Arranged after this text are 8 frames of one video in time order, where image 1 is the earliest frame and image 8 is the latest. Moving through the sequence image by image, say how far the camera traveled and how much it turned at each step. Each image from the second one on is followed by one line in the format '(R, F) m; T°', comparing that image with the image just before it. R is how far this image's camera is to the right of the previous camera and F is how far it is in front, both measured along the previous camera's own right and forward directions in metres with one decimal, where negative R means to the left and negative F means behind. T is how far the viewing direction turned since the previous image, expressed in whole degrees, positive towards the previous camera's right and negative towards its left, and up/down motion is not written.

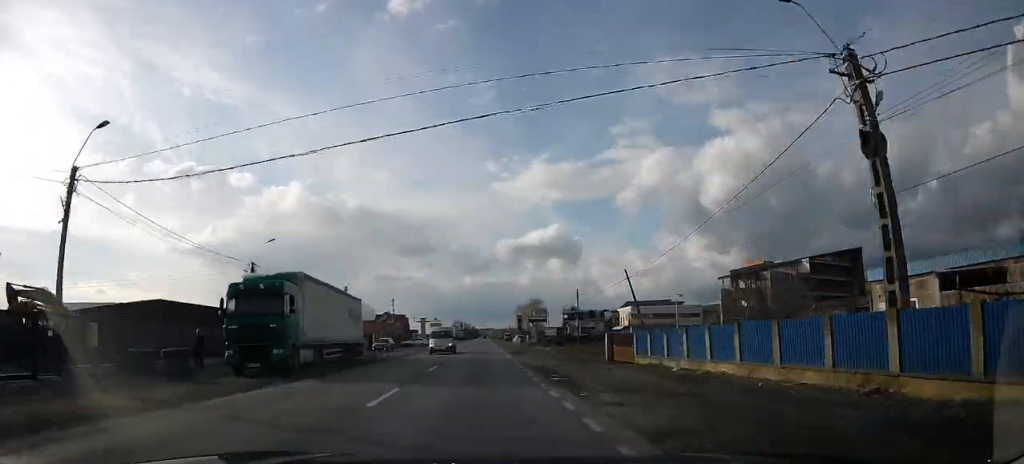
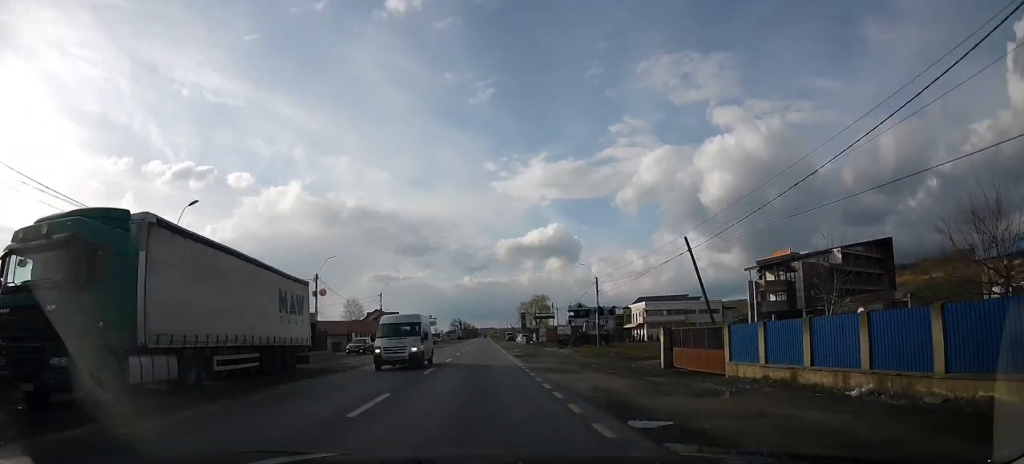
(0.0, +10.2) m; 0°
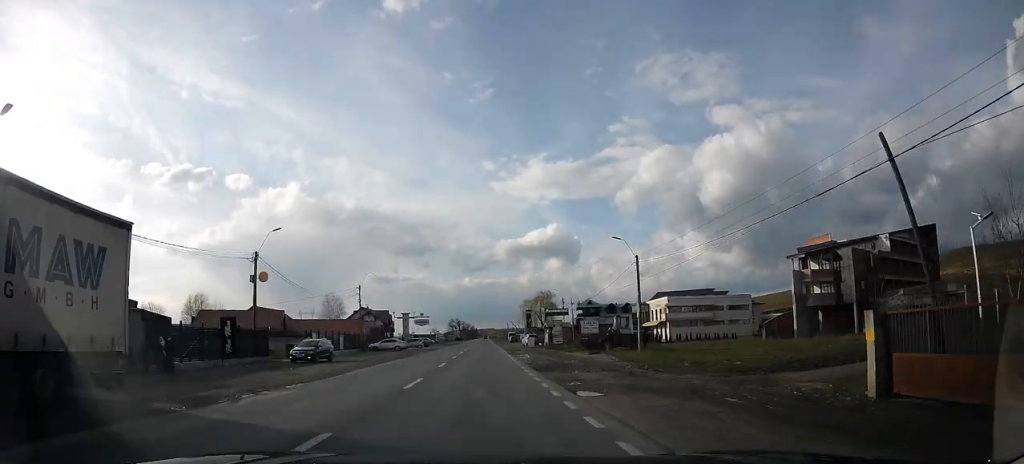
(+0.1, +13.1) m; 0°
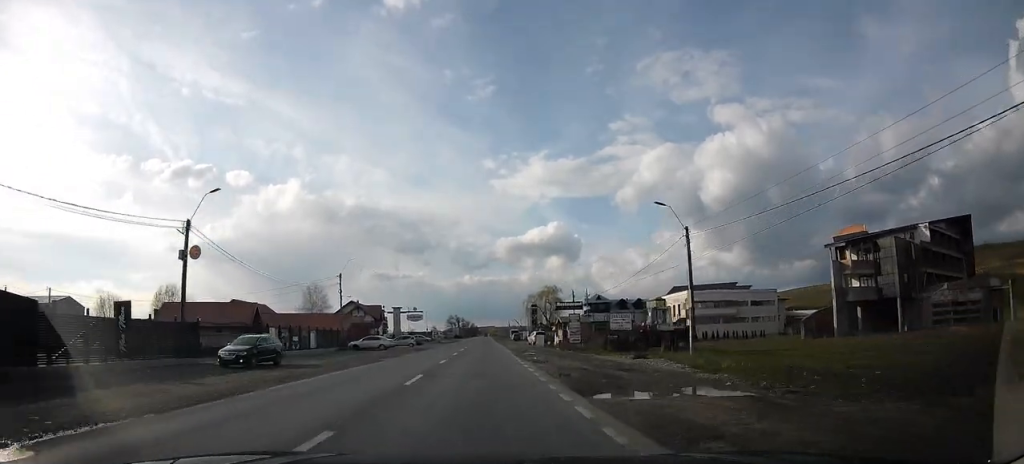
(0.0, +8.9) m; 0°
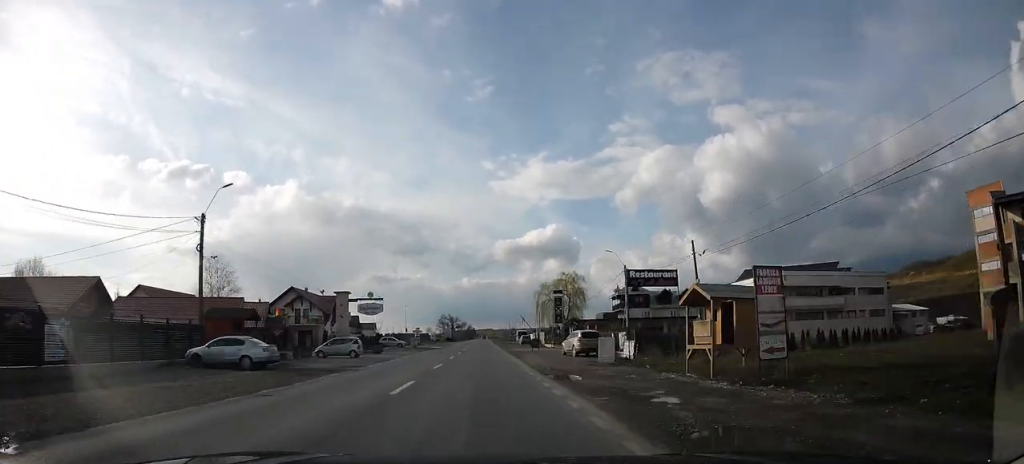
(0.0, +28.6) m; 0°
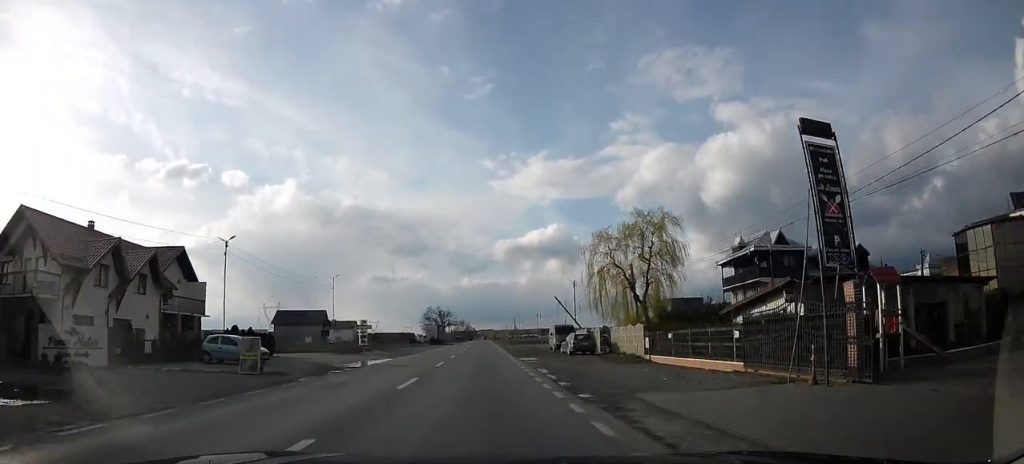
(-1.5, +44.0) m; -3°
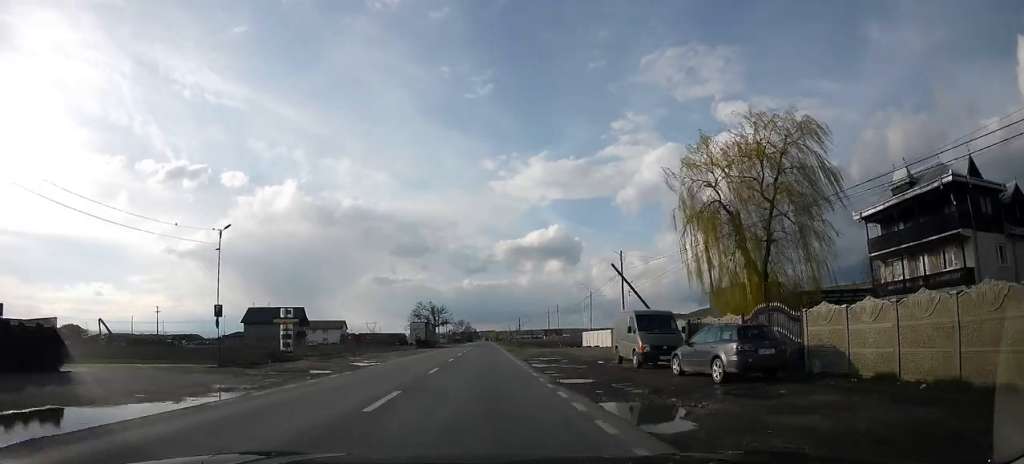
(+0.3, +21.5) m; +2°
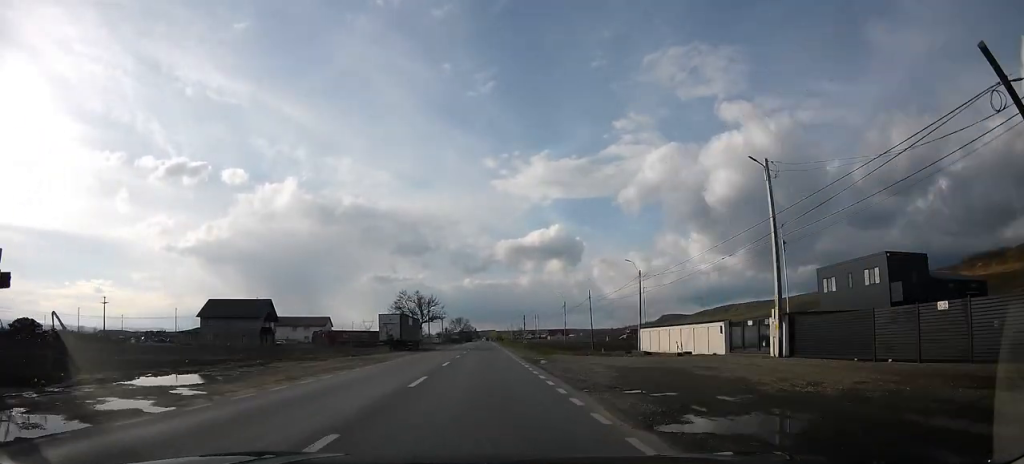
(+0.2, +23.1) m; 0°
